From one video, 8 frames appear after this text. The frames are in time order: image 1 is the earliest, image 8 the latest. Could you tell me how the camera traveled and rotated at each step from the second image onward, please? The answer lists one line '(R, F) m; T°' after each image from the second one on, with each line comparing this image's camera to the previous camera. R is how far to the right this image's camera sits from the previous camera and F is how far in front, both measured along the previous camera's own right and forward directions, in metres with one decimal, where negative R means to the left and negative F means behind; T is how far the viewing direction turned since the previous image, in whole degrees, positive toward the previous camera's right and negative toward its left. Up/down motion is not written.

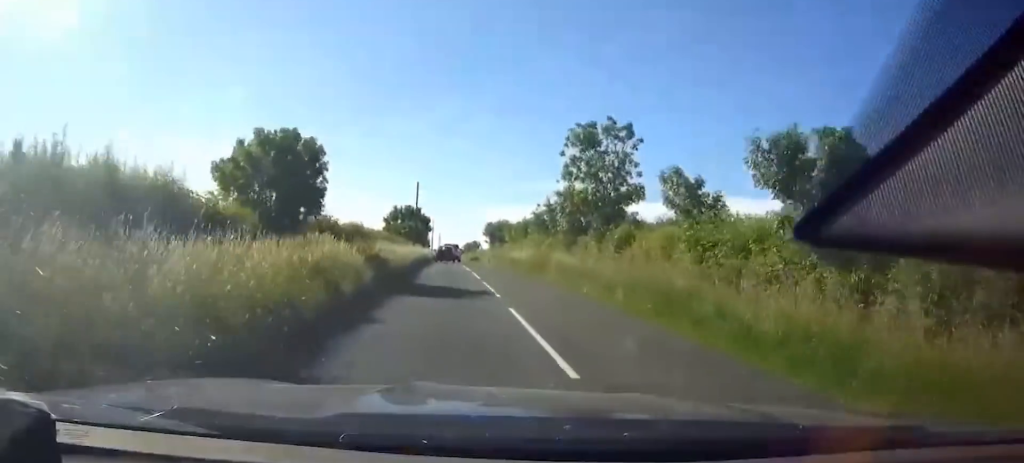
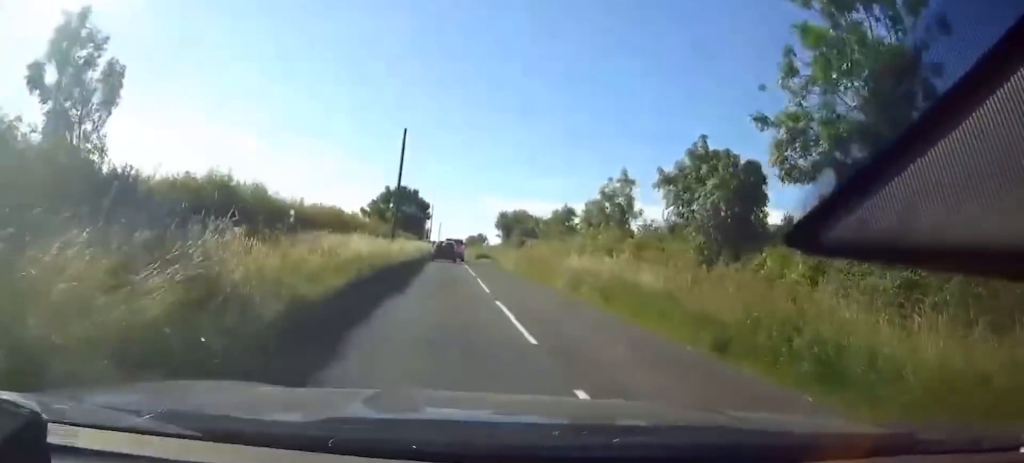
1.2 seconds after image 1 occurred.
(0.0, +23.4) m; 0°
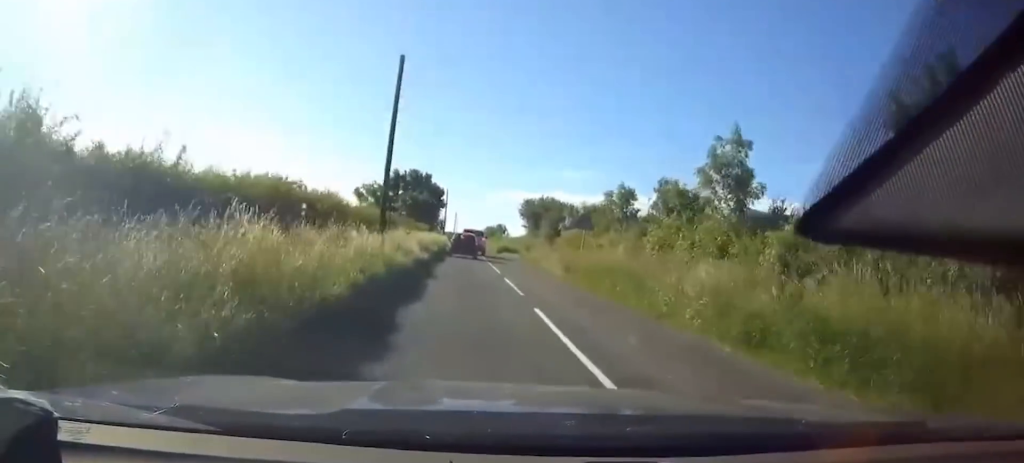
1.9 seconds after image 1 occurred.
(0.0, +11.7) m; 0°
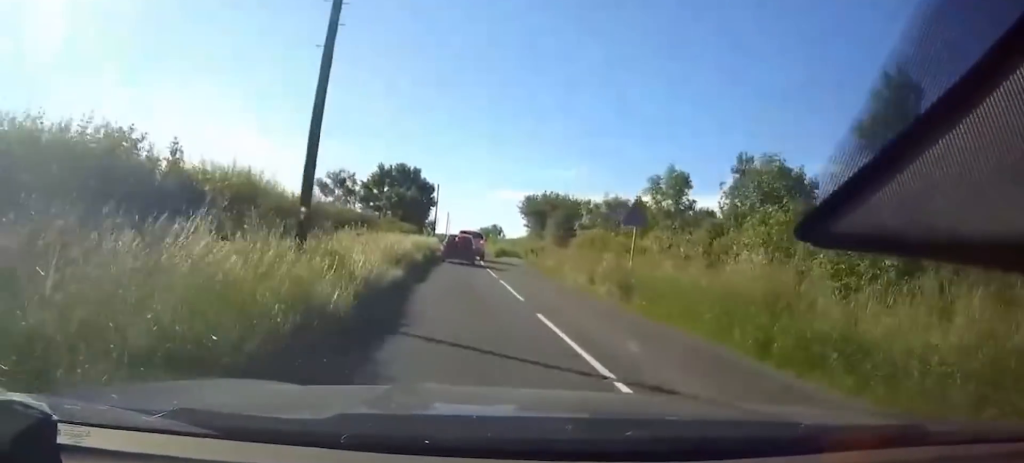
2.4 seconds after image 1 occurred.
(0.0, +9.4) m; 0°
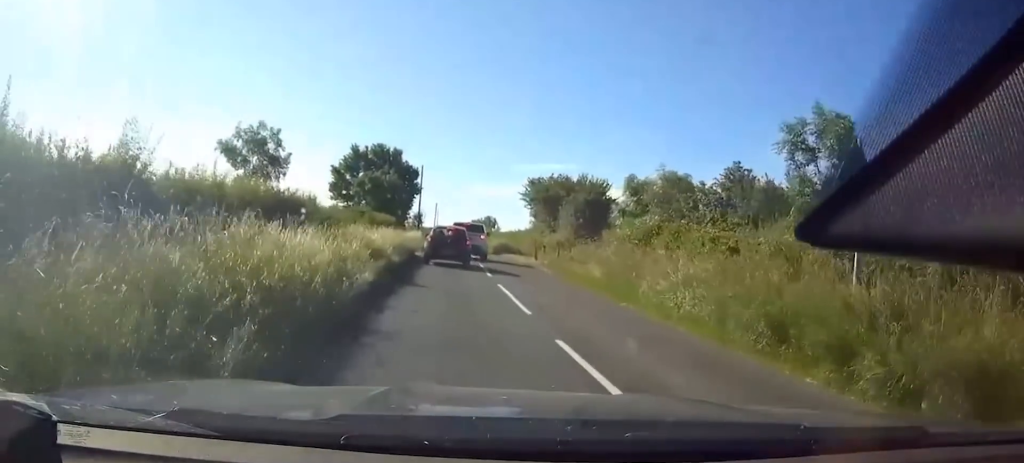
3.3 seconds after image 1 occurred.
(+0.1, +11.9) m; +1°
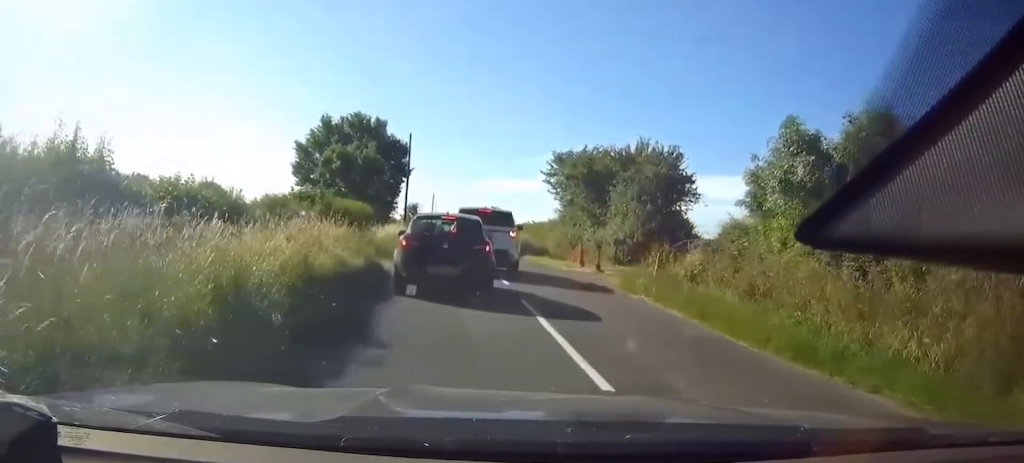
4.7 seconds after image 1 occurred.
(+0.1, +10.9) m; +2°
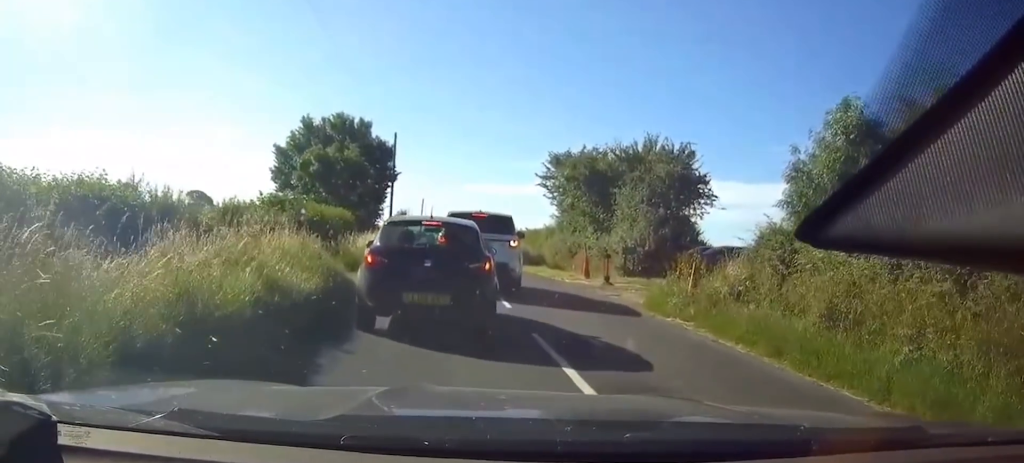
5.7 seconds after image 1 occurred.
(0.0, +2.1) m; +1°
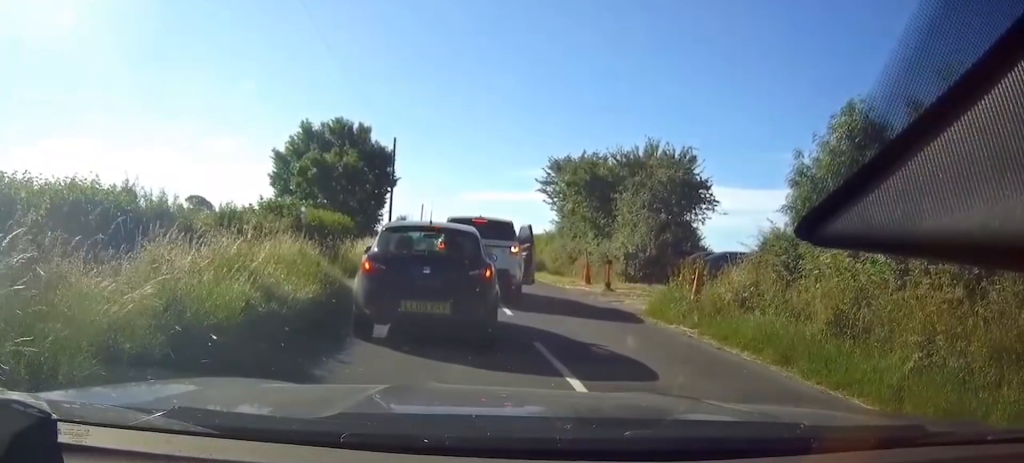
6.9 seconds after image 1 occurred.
(-0.2, +0.3) m; 0°
